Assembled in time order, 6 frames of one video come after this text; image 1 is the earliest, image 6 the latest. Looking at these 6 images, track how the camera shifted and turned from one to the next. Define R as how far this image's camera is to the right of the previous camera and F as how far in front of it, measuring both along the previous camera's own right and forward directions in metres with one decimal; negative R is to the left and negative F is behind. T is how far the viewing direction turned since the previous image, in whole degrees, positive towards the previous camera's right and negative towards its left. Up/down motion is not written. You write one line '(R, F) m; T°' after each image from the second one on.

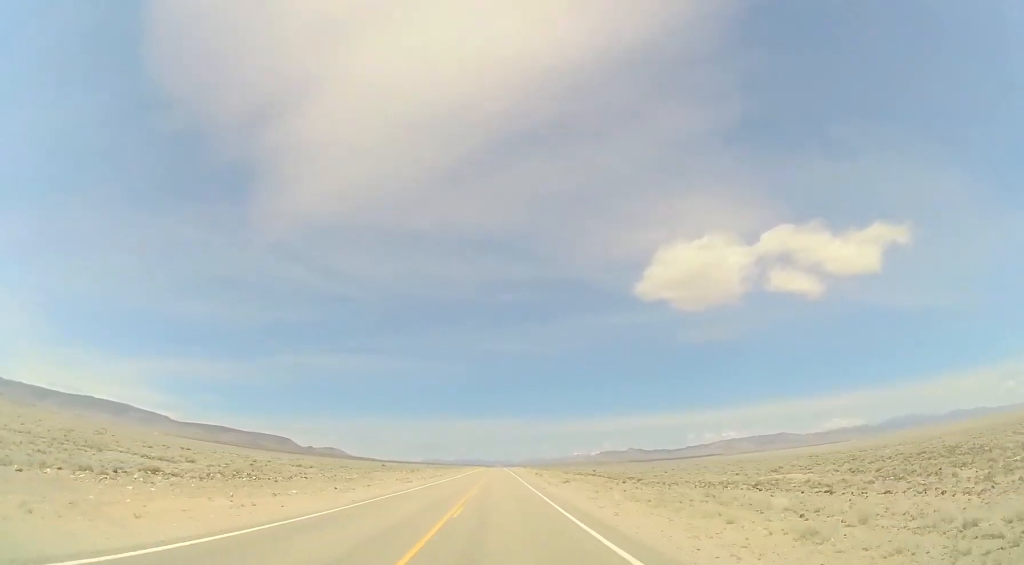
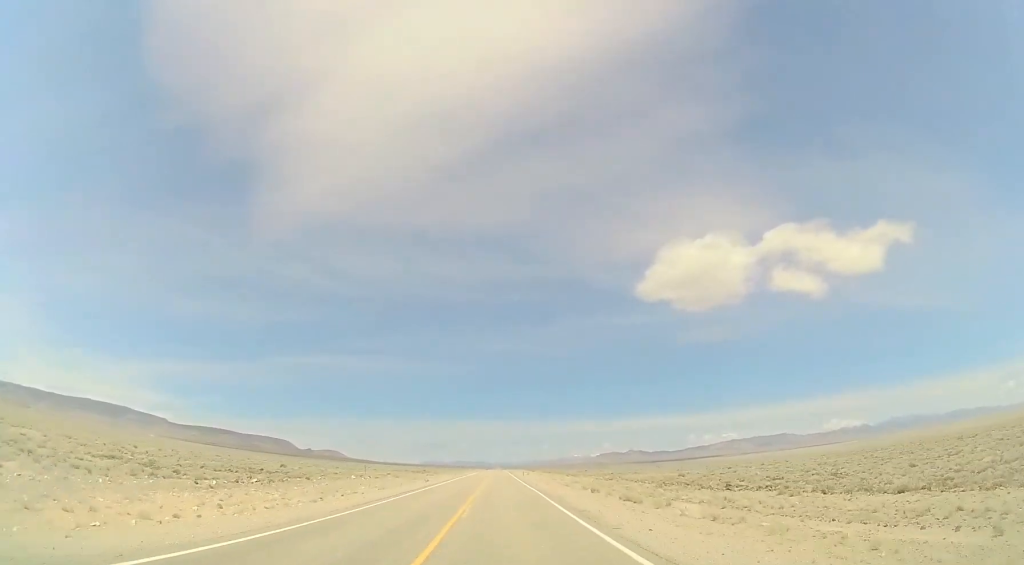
(+0.4, +60.2) m; 0°
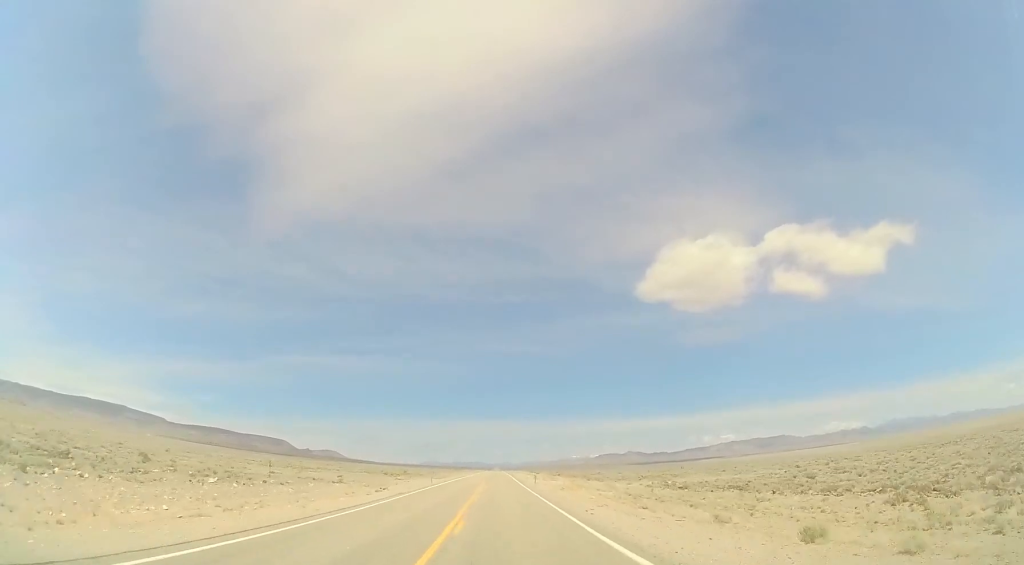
(-0.6, +29.2) m; 0°
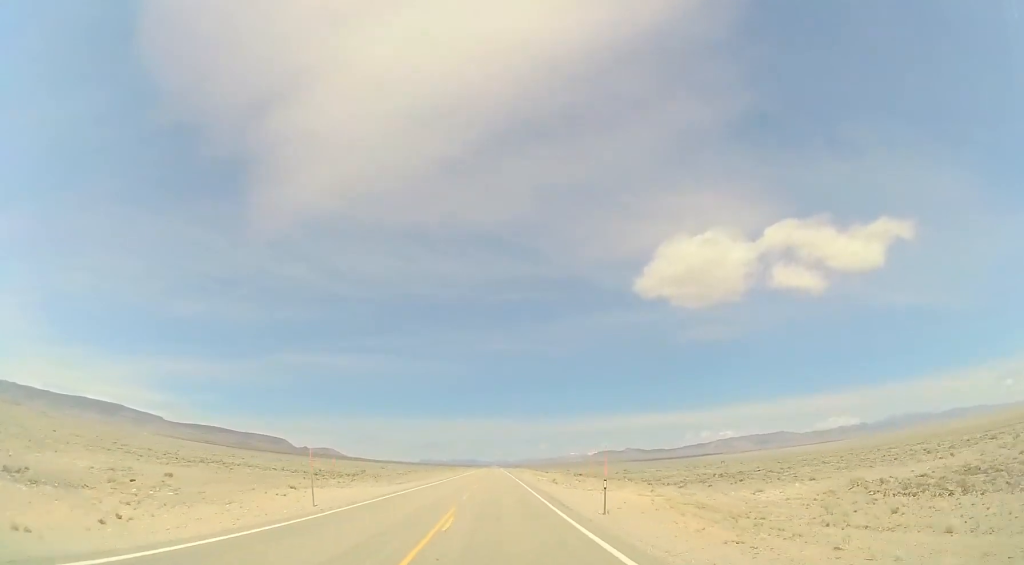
(+0.4, +36.4) m; +1°
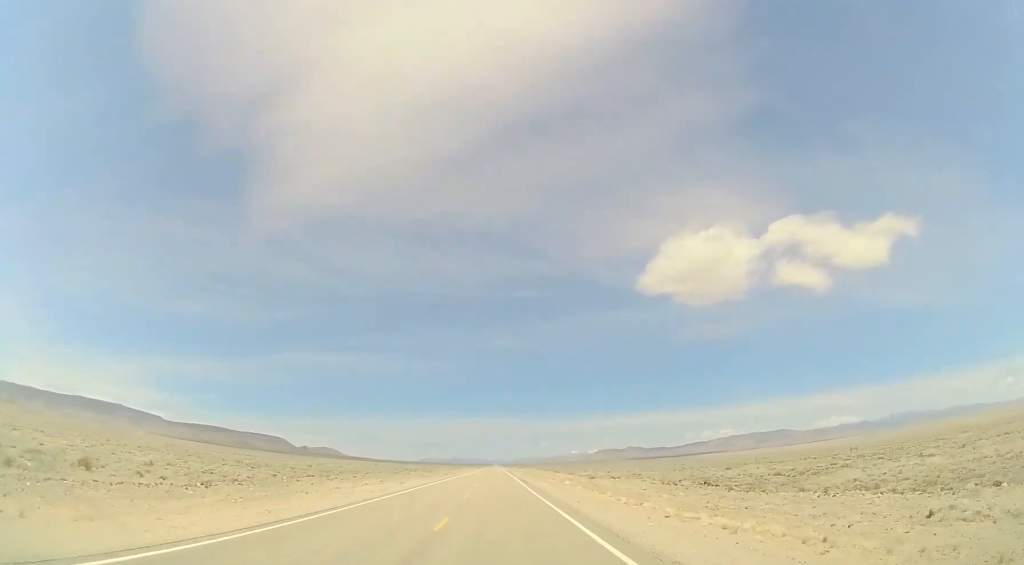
(-0.7, +61.2) m; -1°
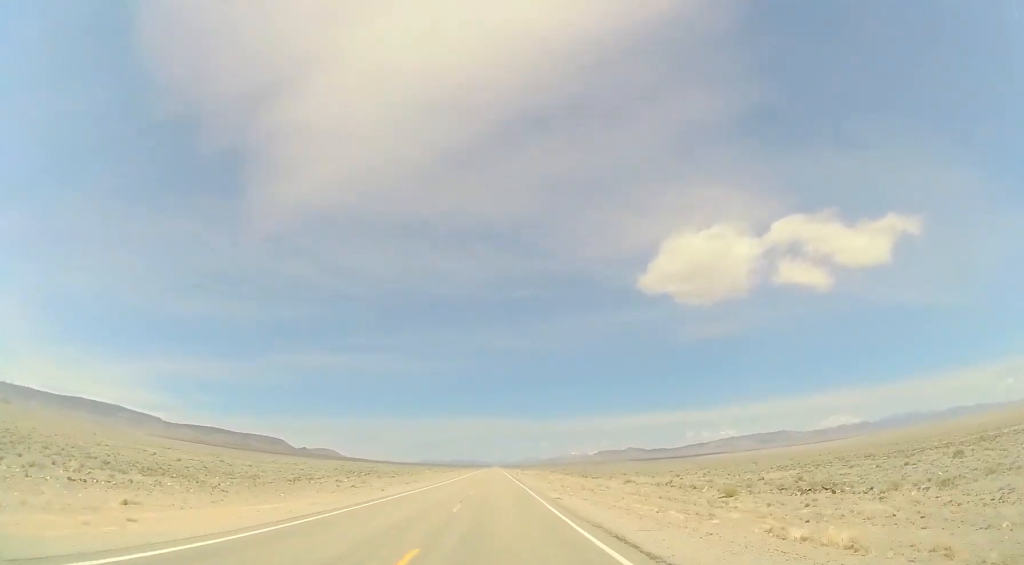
(+0.4, +42.5) m; +1°
